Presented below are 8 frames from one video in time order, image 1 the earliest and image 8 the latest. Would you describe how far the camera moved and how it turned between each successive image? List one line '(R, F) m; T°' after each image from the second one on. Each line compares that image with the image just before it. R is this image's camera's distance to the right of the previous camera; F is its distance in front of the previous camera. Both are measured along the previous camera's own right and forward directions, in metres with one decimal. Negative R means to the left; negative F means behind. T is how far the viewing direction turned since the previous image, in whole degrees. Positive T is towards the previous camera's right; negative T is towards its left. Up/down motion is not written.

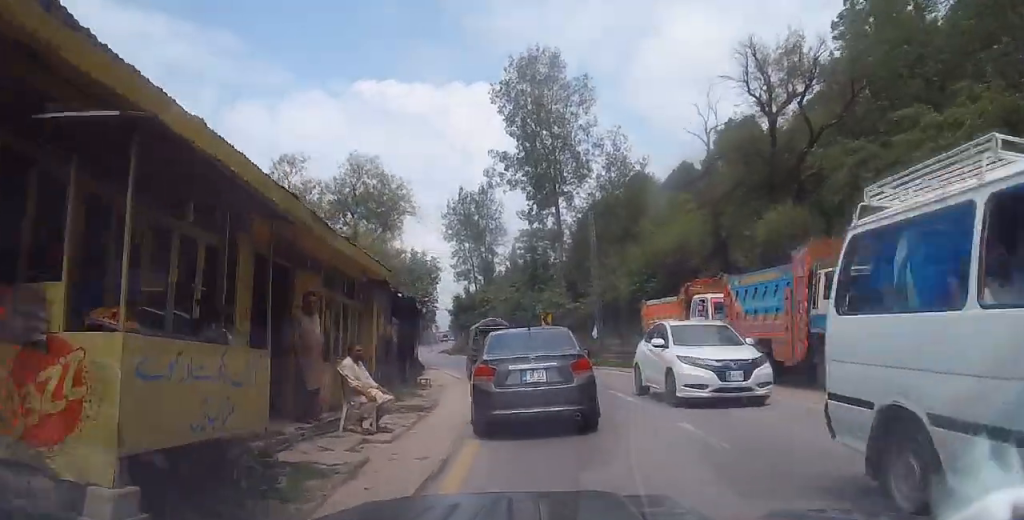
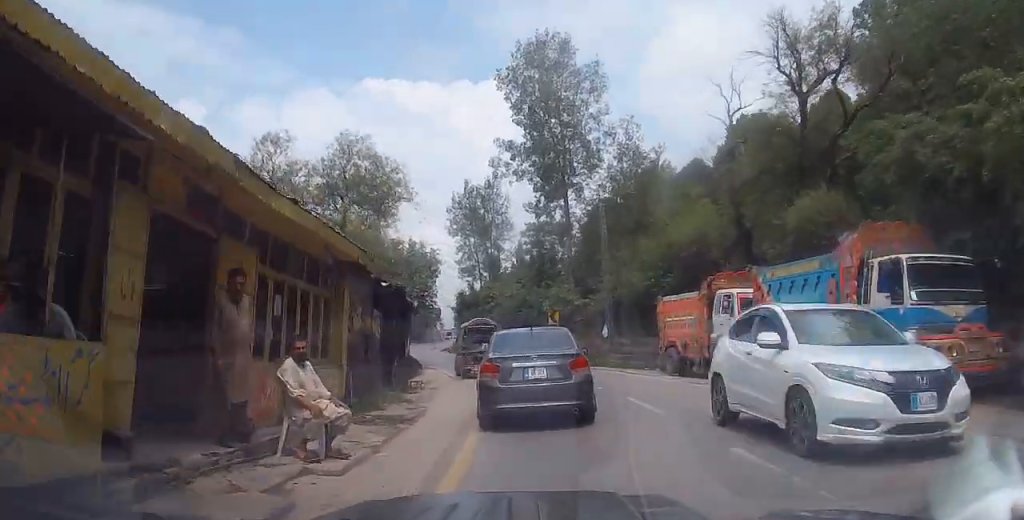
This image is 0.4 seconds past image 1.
(0.0, +2.3) m; 0°
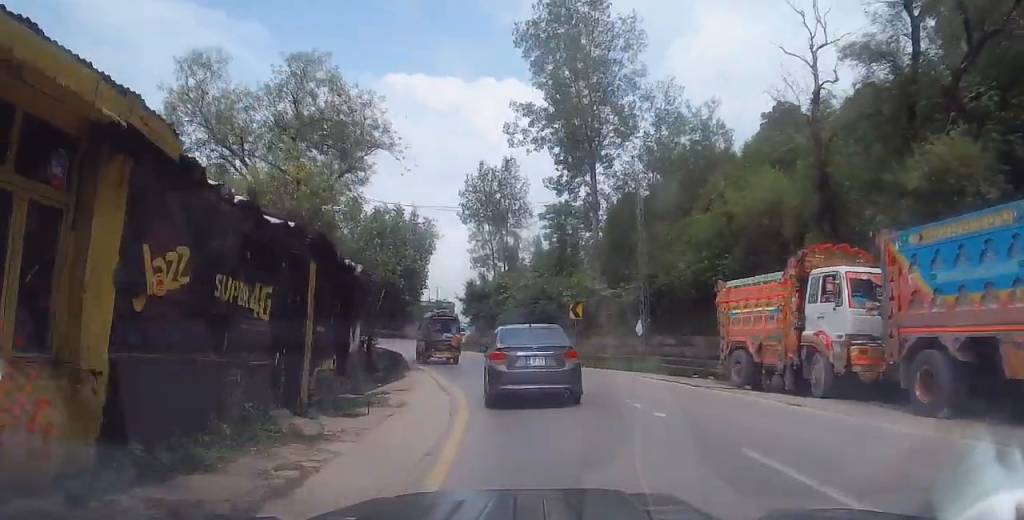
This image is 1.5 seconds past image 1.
(0.0, +6.3) m; 0°
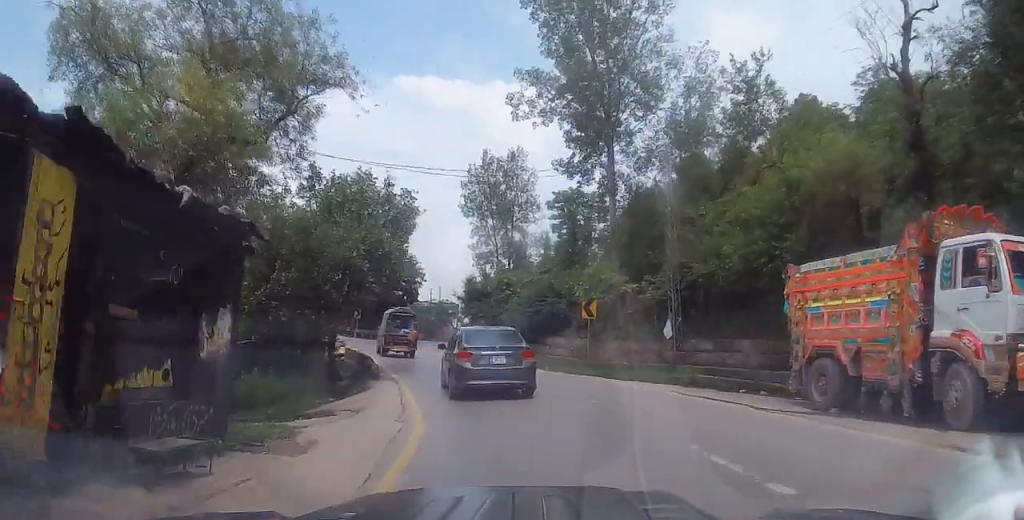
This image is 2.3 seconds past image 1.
(0.0, +5.0) m; -1°
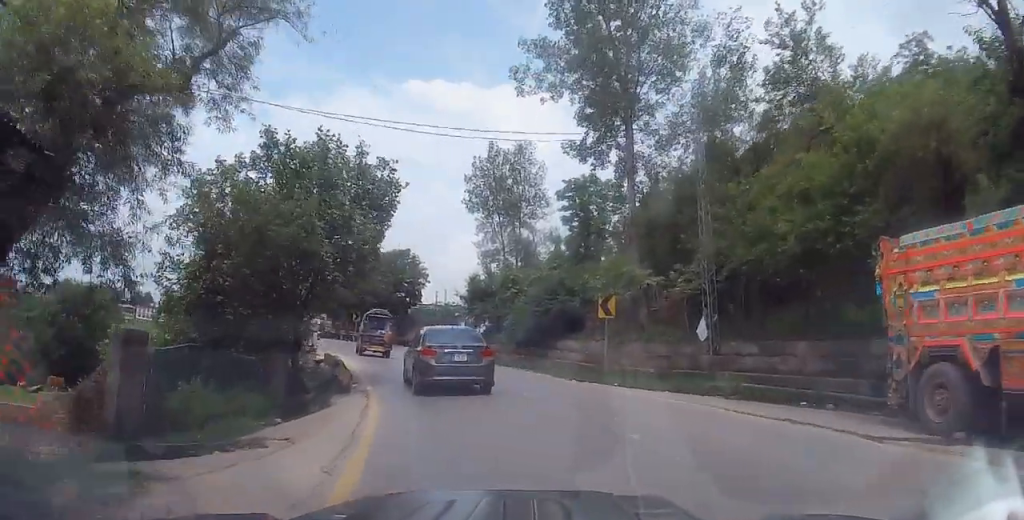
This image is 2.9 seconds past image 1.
(0.0, +3.8) m; -3°
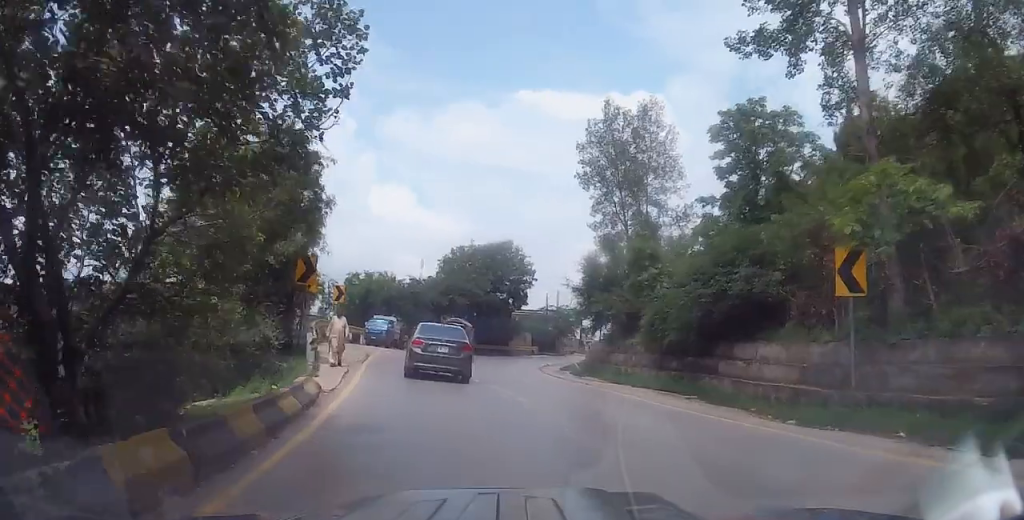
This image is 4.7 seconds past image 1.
(-1.1, +11.8) m; -9°
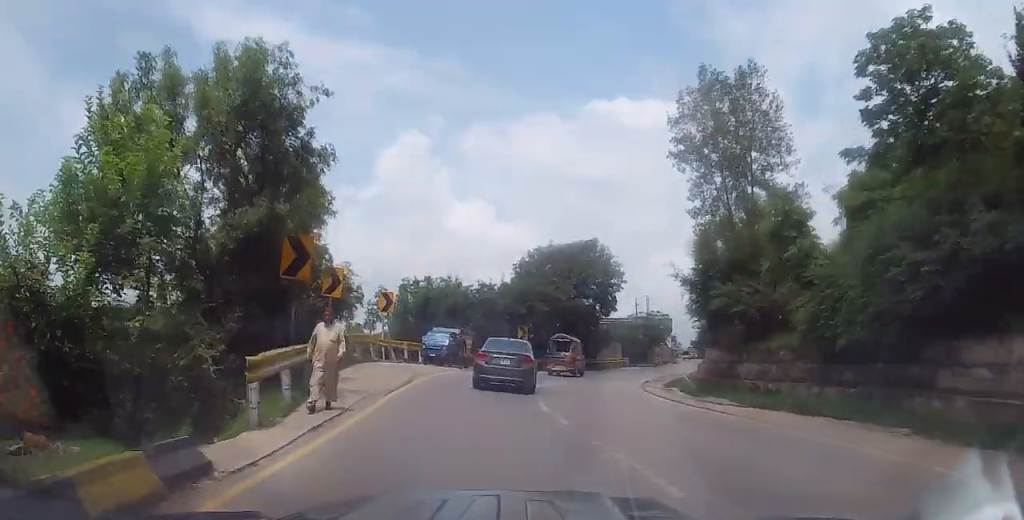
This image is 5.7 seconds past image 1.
(-0.2, +6.8) m; -5°
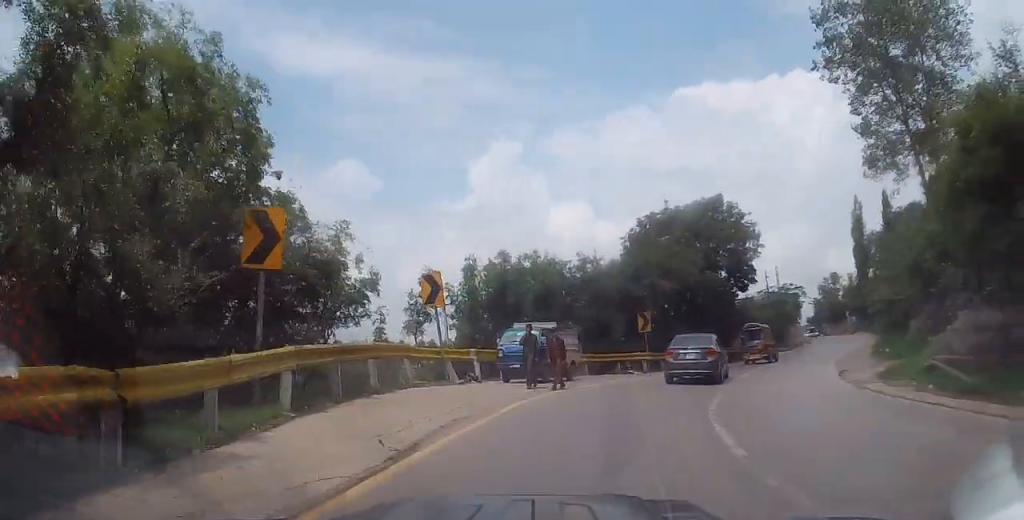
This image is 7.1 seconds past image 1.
(-0.9, +10.5) m; -7°
